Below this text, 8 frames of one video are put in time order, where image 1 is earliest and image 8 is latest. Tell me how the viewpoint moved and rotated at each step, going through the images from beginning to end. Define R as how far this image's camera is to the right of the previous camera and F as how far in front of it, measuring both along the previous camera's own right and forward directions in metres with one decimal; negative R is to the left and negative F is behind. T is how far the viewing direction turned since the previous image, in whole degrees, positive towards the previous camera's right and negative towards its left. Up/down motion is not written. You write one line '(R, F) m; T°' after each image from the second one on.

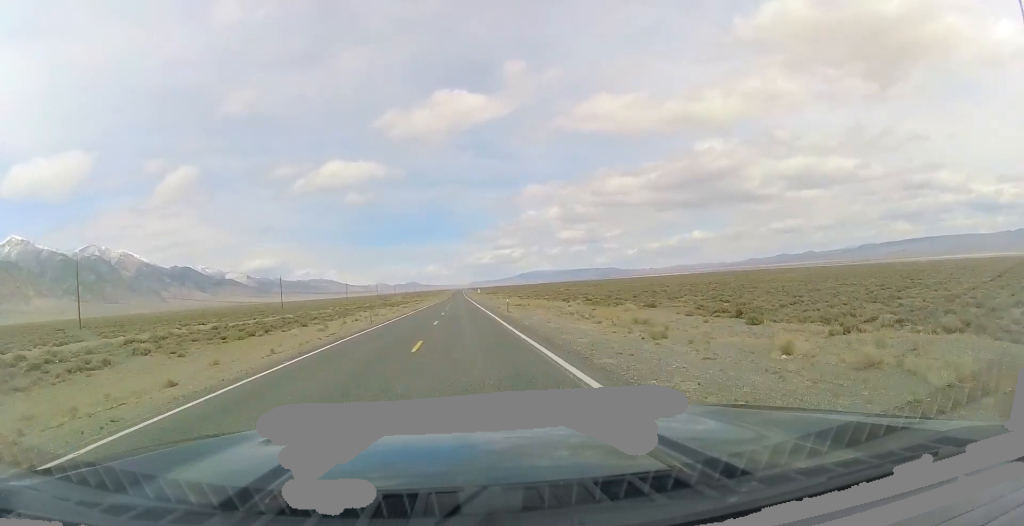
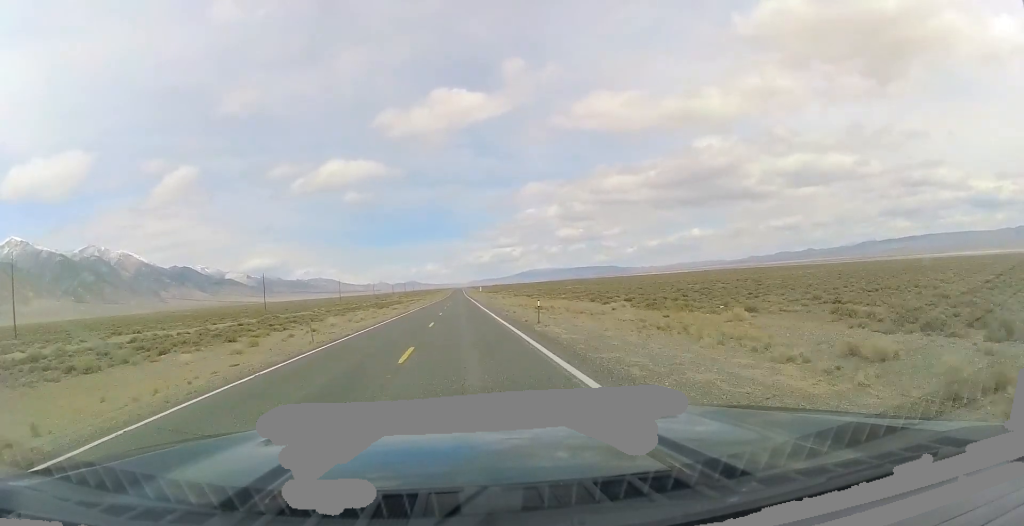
(+0.2, +16.6) m; 0°
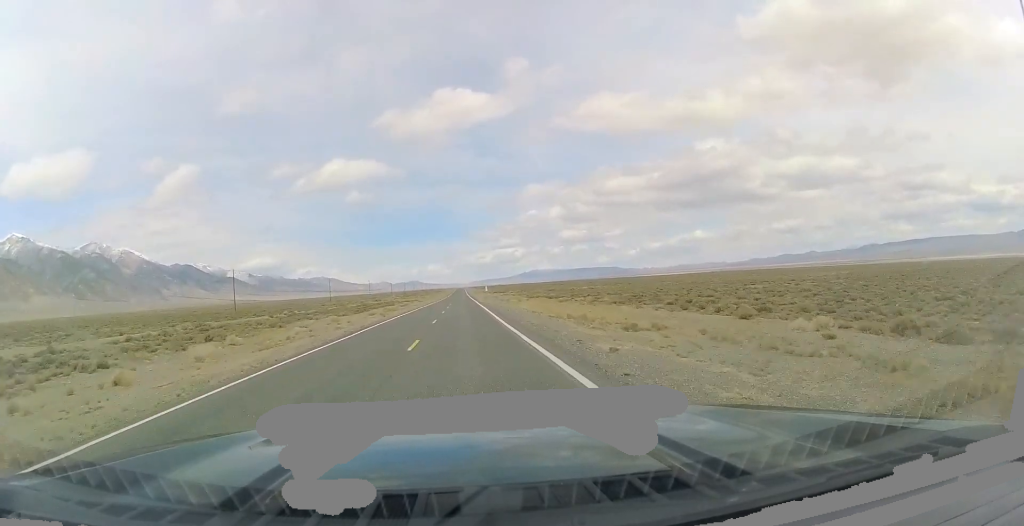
(+0.3, +24.9) m; 0°
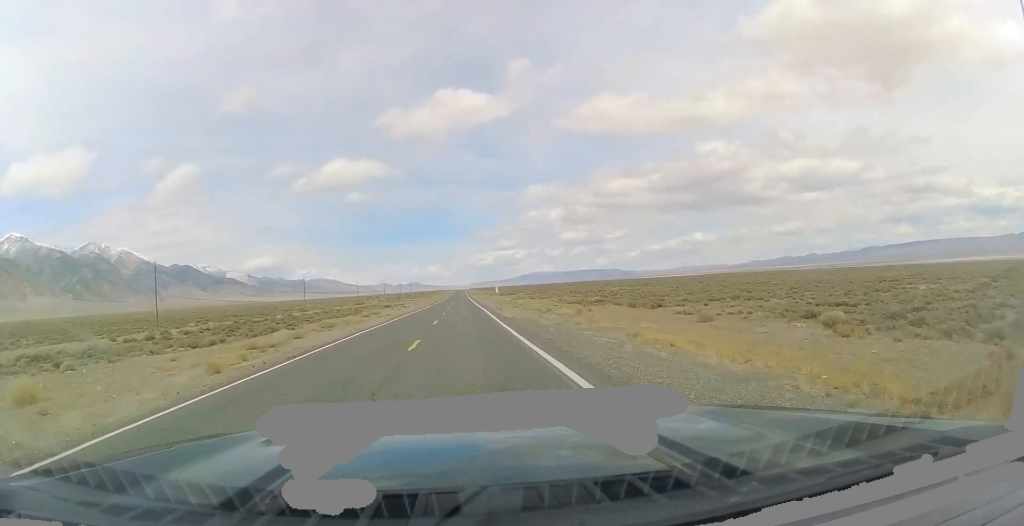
(-0.2, +40.4) m; 0°
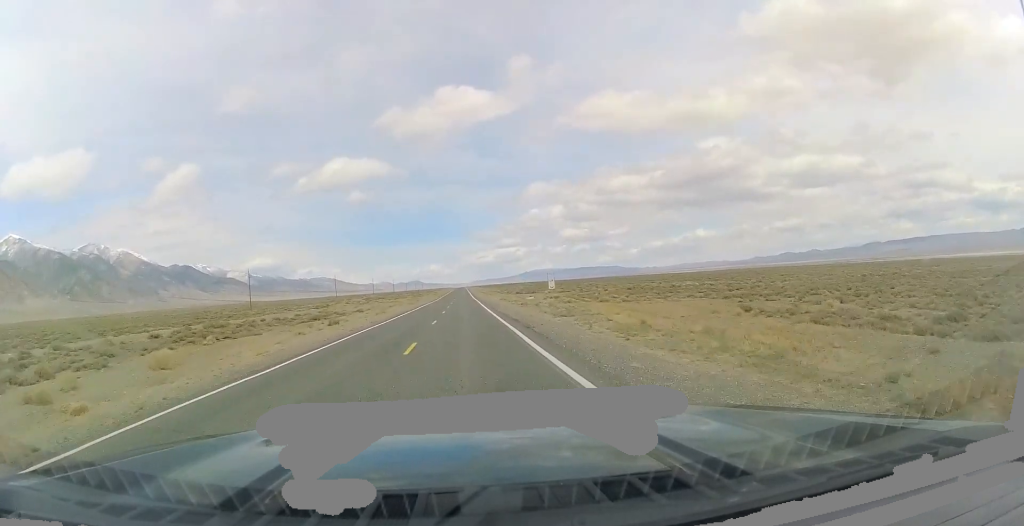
(-0.1, +56.1) m; 0°
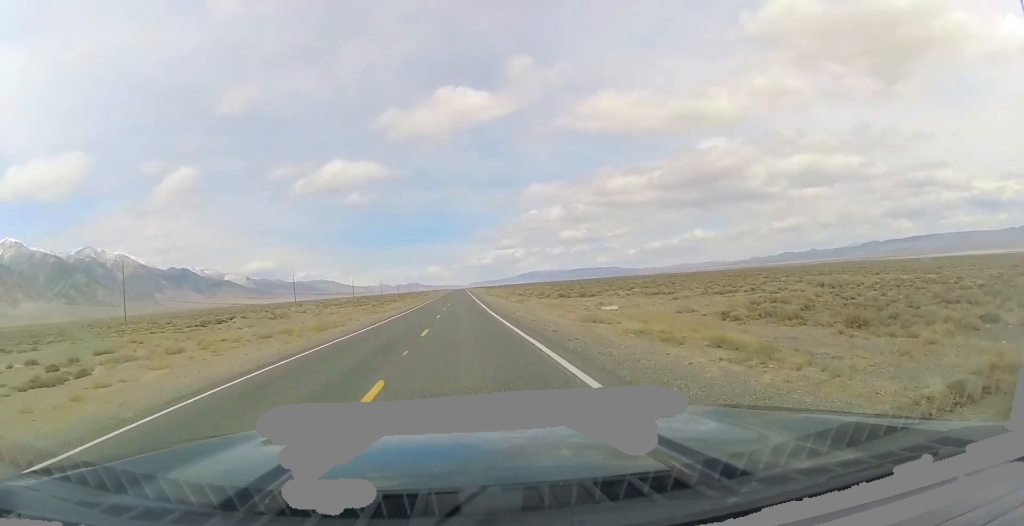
(0.0, +62.2) m; 0°
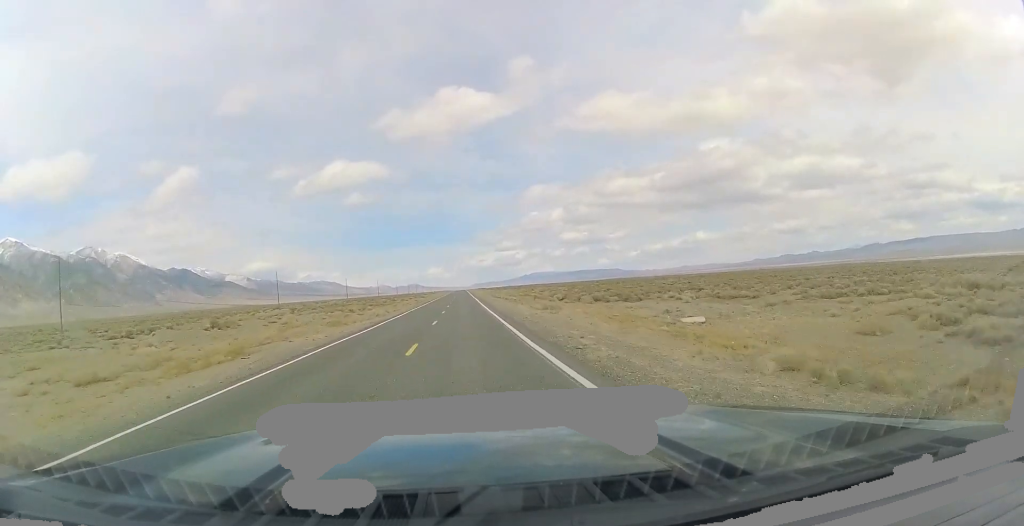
(0.0, +19.2) m; 0°
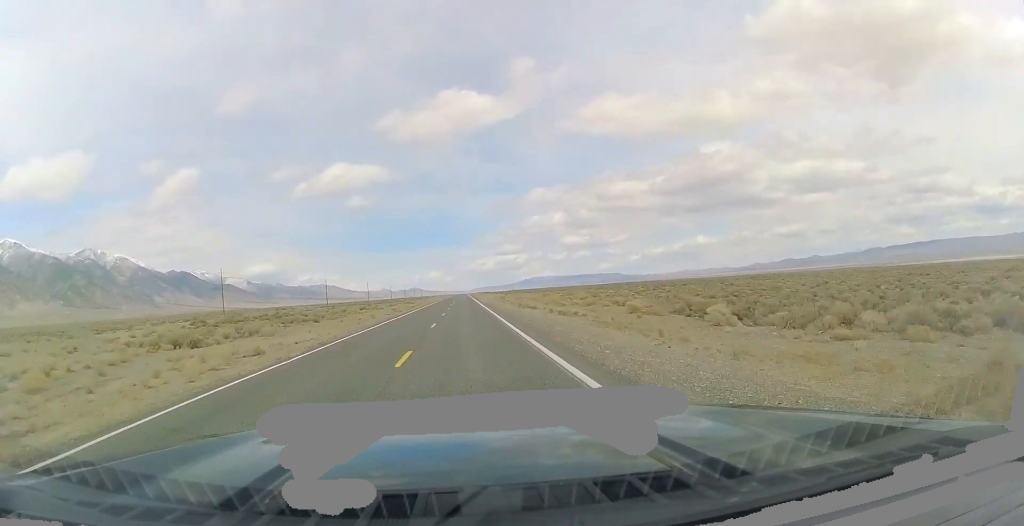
(+0.2, +43.4) m; 0°
